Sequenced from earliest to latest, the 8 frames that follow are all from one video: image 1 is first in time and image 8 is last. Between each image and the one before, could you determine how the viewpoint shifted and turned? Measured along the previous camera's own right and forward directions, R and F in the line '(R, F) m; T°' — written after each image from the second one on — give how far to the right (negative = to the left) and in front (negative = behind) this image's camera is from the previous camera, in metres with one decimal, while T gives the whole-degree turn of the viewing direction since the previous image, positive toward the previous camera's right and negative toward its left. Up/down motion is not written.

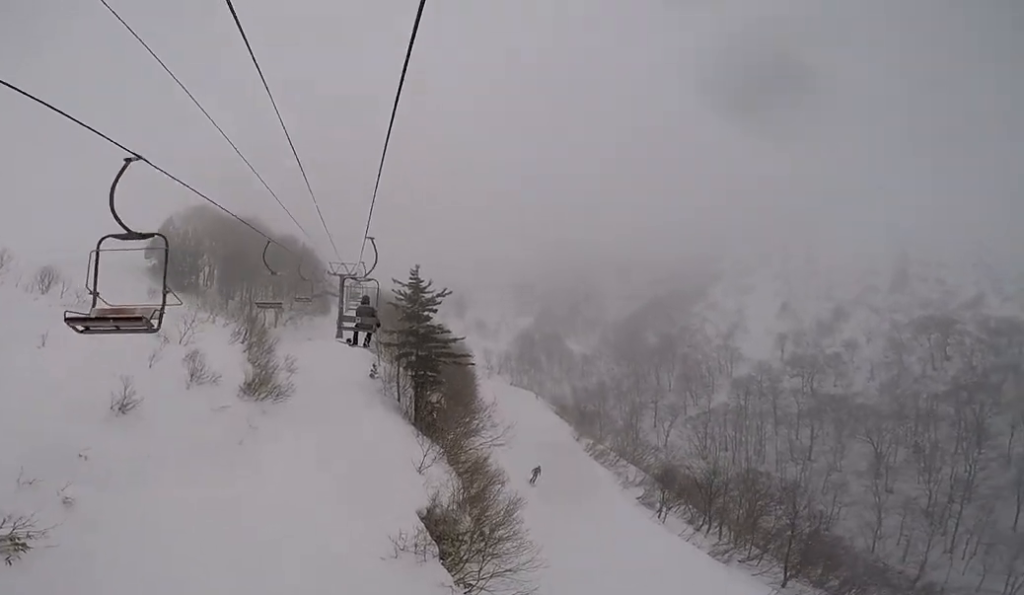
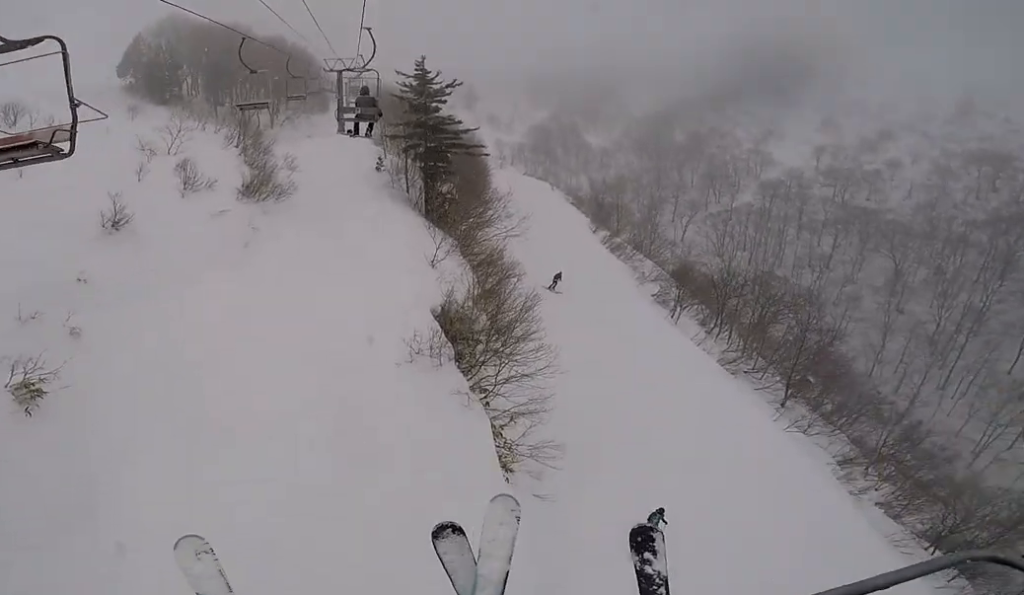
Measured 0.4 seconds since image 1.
(0.0, +0.8) m; 0°
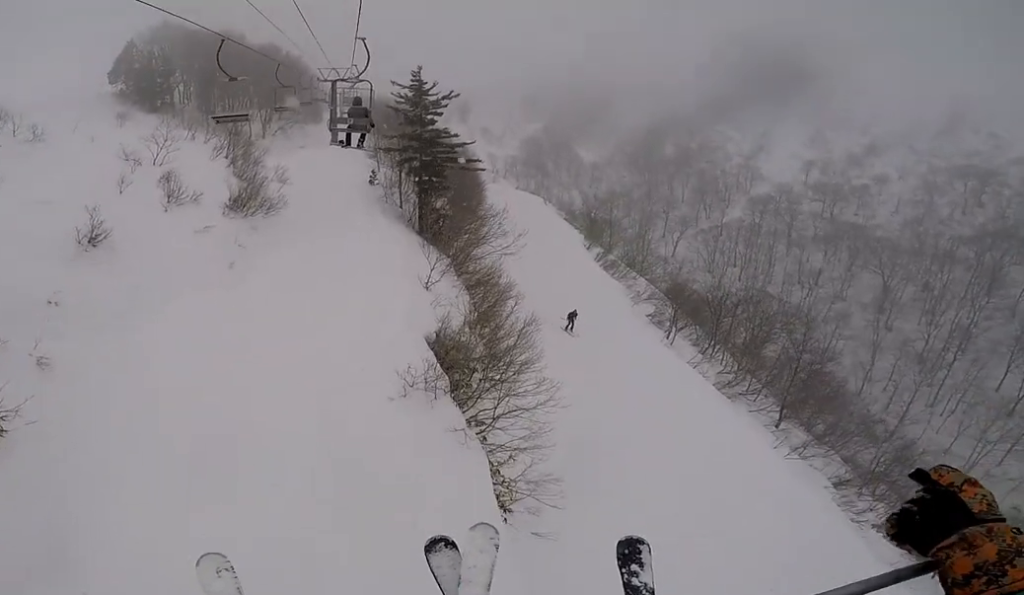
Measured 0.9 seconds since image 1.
(0.0, +1.0) m; 0°
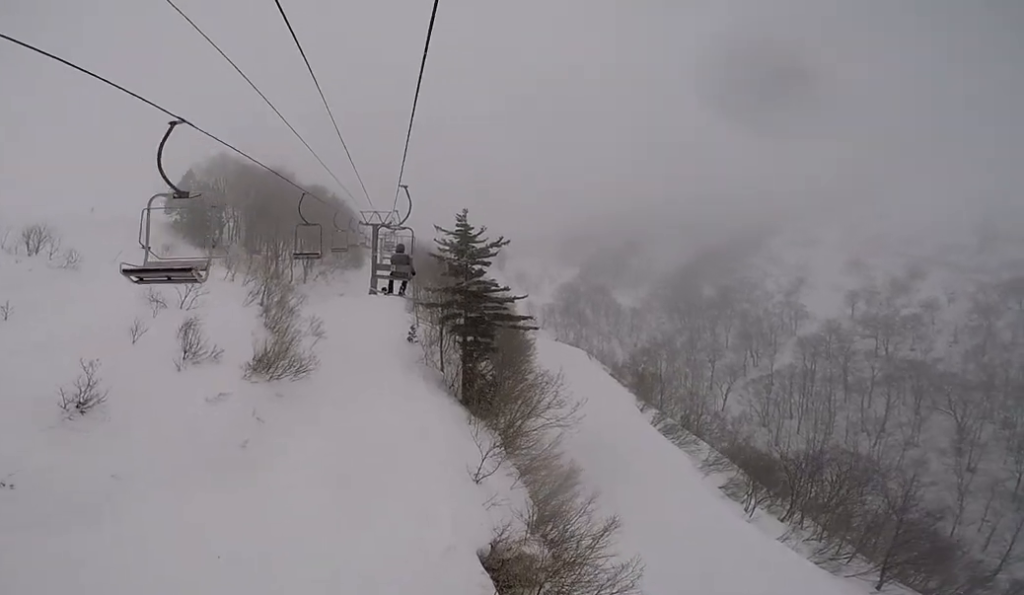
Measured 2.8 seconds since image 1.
(0.0, +3.6) m; 0°
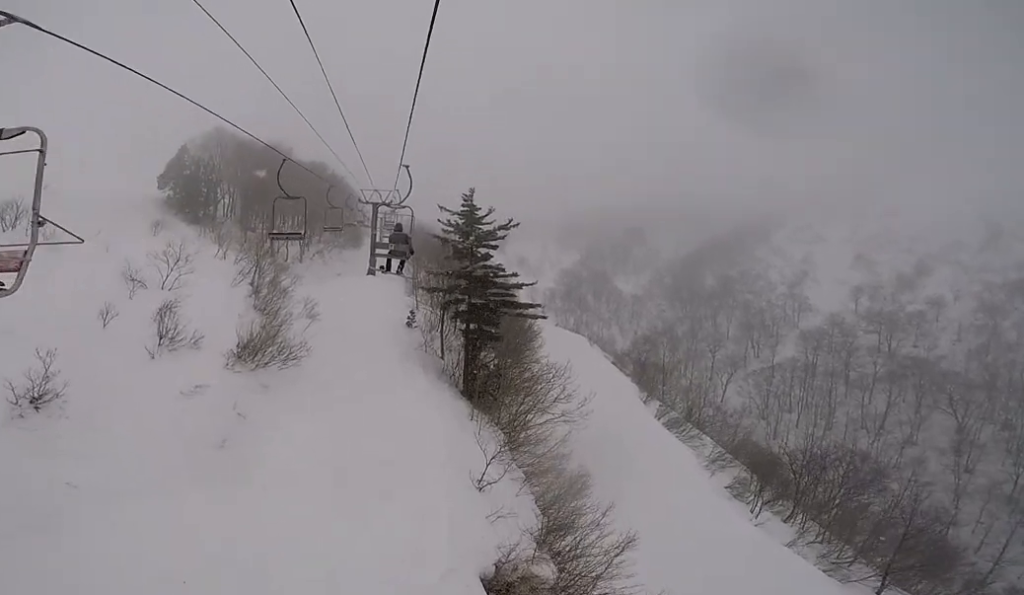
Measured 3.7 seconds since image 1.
(0.0, +1.7) m; 0°
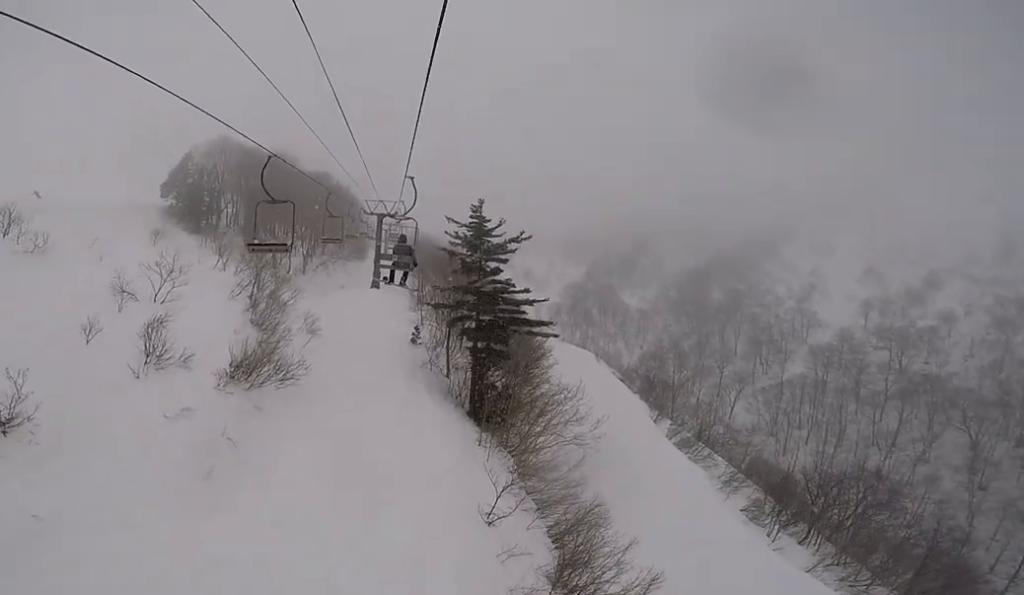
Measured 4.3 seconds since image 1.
(0.0, +1.2) m; 0°
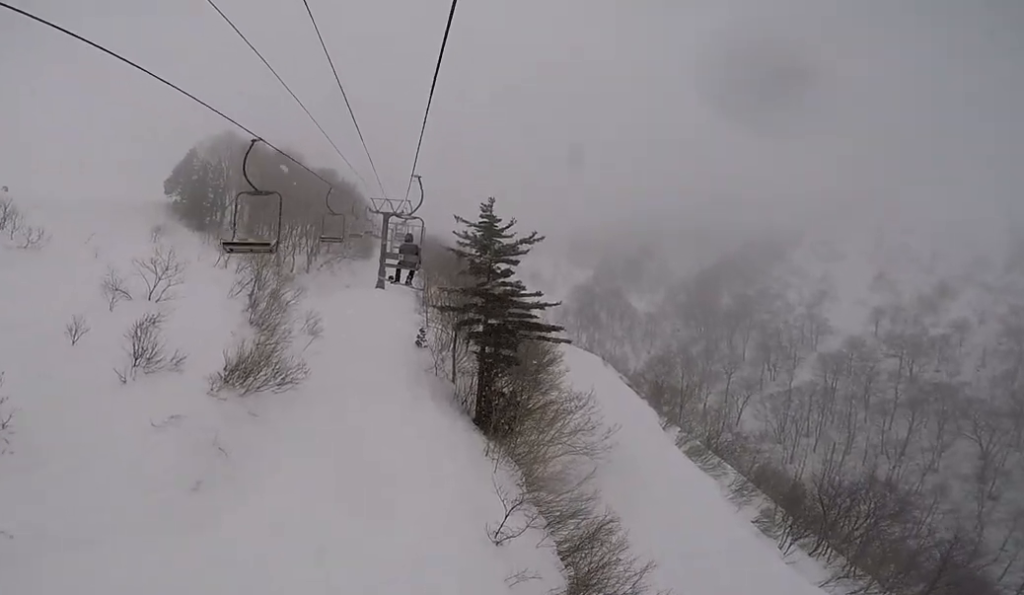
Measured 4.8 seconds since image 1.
(0.0, +1.0) m; 0°
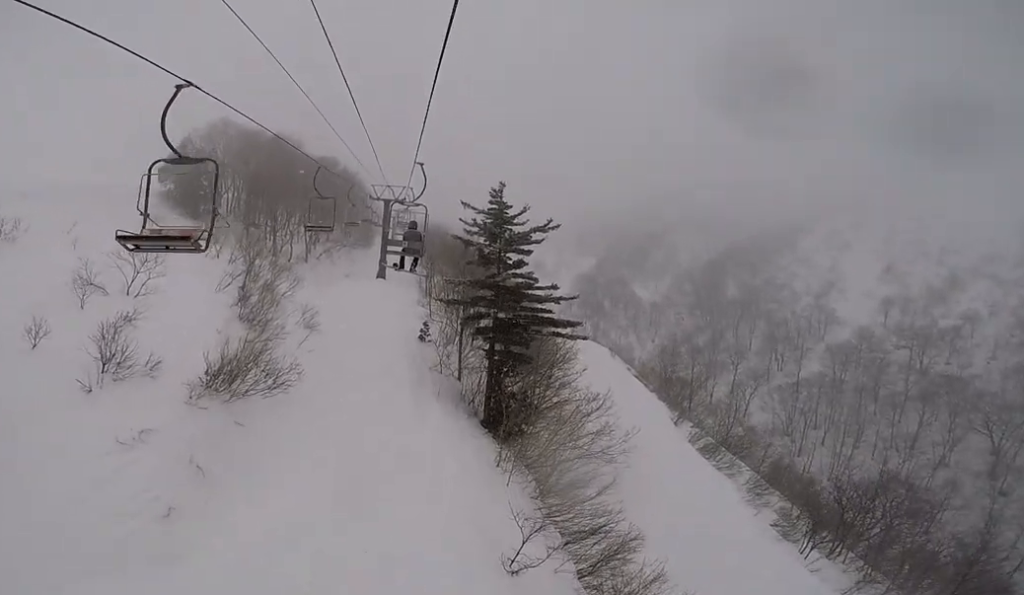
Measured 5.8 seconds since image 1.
(0.0, +1.8) m; 0°
